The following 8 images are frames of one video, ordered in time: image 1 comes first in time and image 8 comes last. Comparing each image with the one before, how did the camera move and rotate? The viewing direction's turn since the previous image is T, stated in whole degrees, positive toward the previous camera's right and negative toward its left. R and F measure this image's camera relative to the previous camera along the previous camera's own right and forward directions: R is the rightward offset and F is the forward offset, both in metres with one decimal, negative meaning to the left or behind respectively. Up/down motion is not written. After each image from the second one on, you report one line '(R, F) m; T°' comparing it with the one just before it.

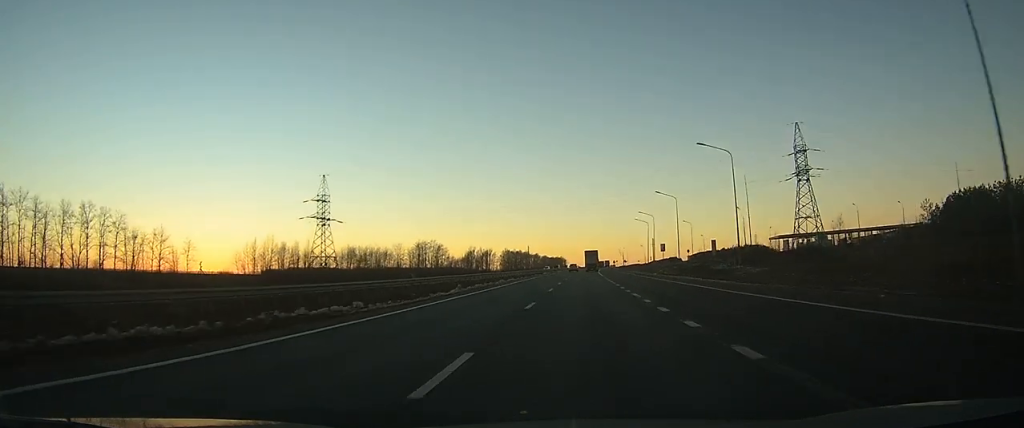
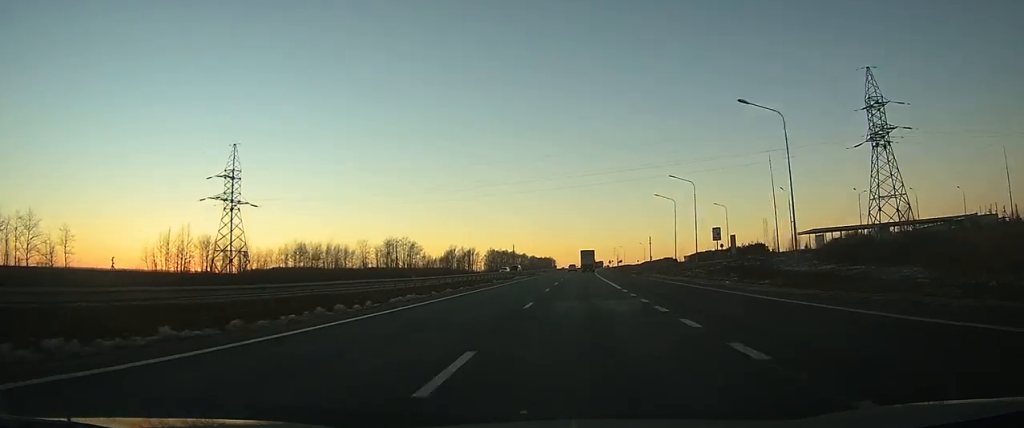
(+0.2, +35.7) m; +1°
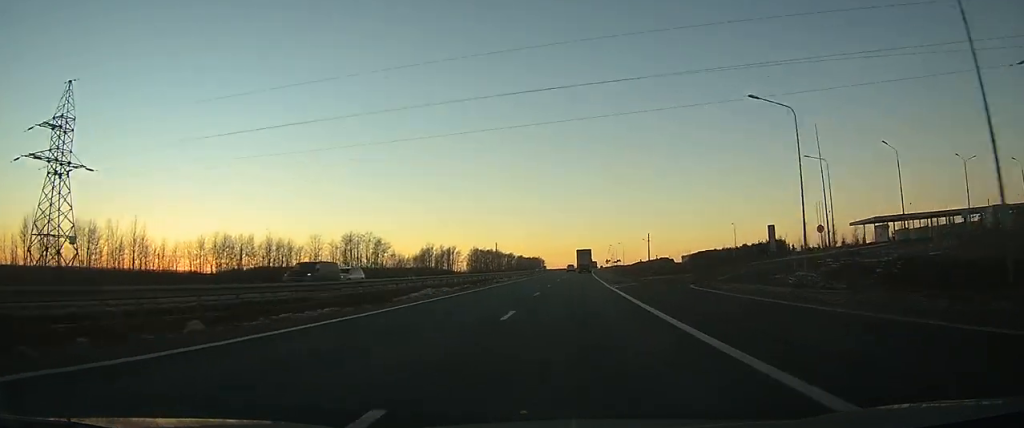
(+0.4, +37.7) m; +1°
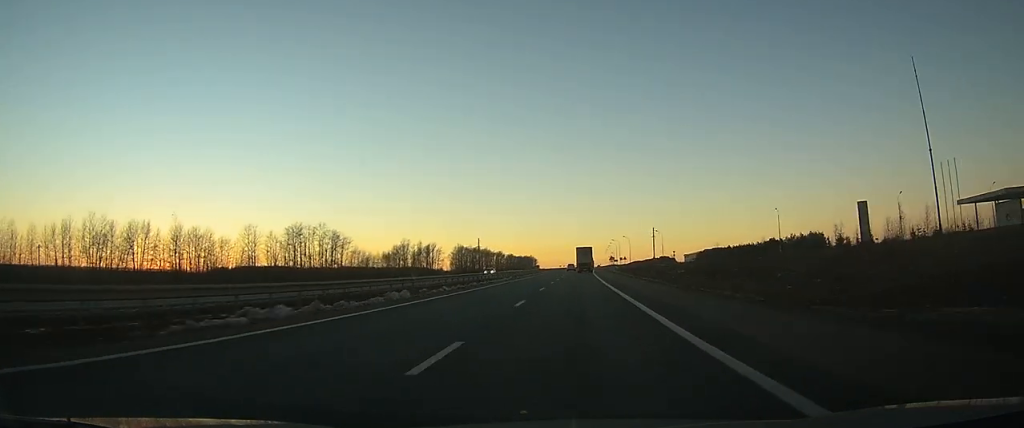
(+0.3, +40.9) m; +1°
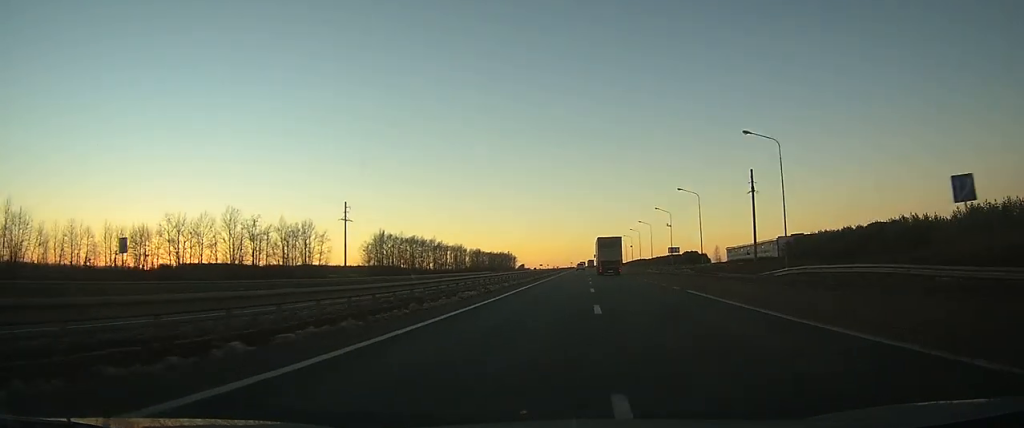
(+2.1, +171.4) m; +1°
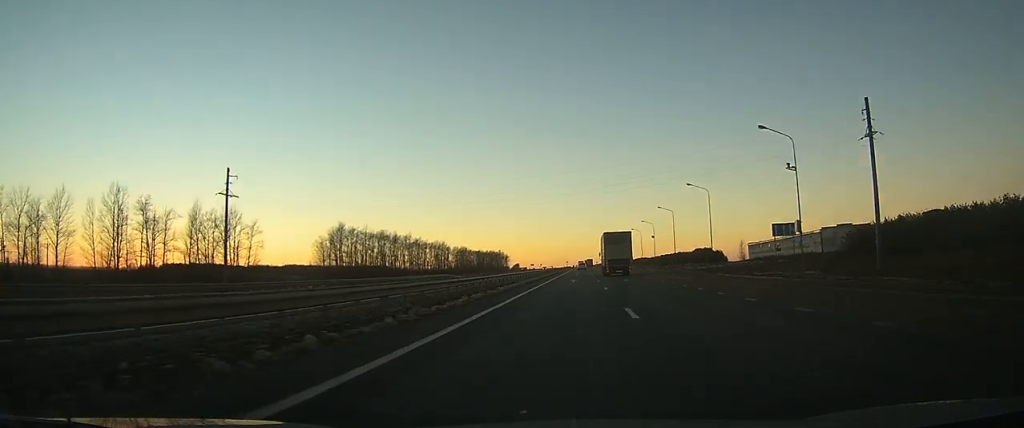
(+0.2, +47.6) m; 0°
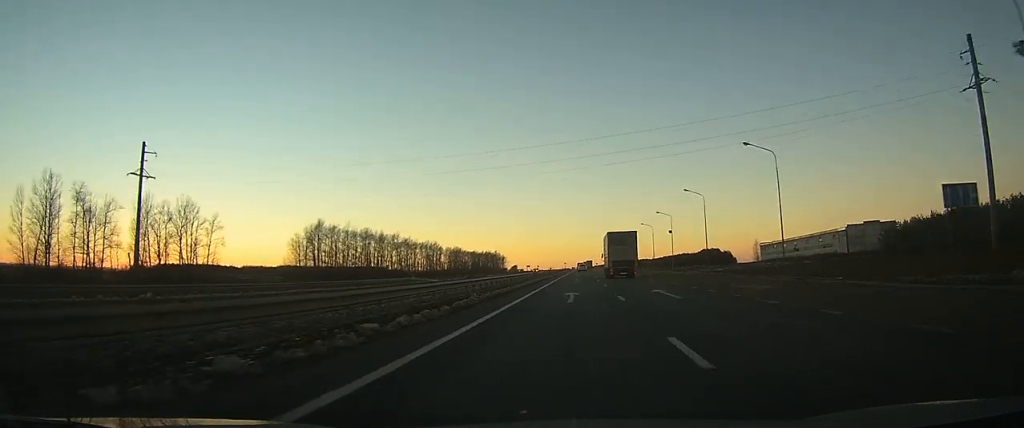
(0.0, +20.1) m; 0°
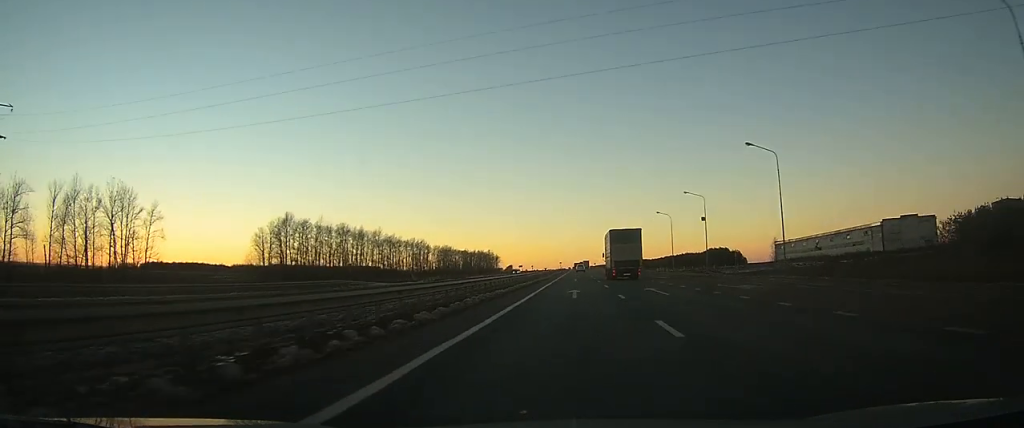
(+0.1, +23.4) m; 0°
